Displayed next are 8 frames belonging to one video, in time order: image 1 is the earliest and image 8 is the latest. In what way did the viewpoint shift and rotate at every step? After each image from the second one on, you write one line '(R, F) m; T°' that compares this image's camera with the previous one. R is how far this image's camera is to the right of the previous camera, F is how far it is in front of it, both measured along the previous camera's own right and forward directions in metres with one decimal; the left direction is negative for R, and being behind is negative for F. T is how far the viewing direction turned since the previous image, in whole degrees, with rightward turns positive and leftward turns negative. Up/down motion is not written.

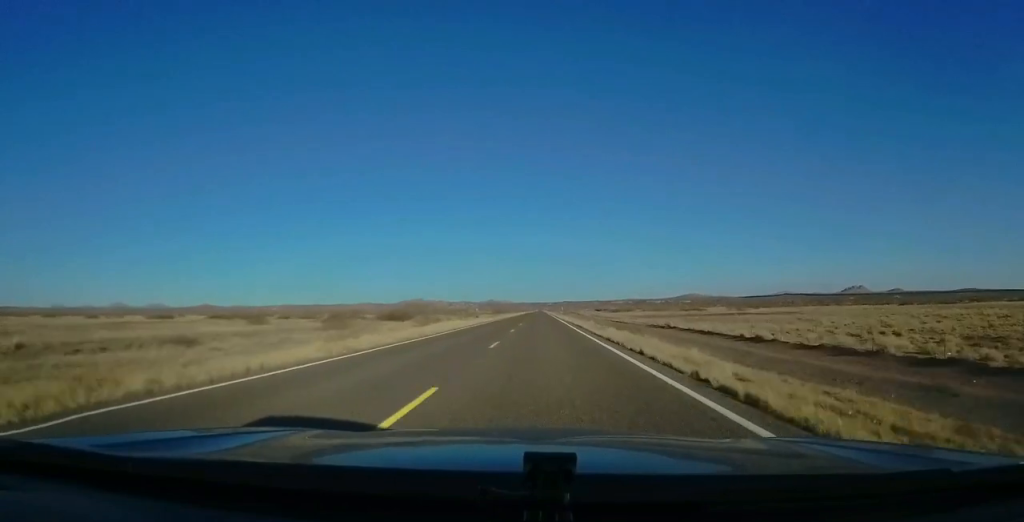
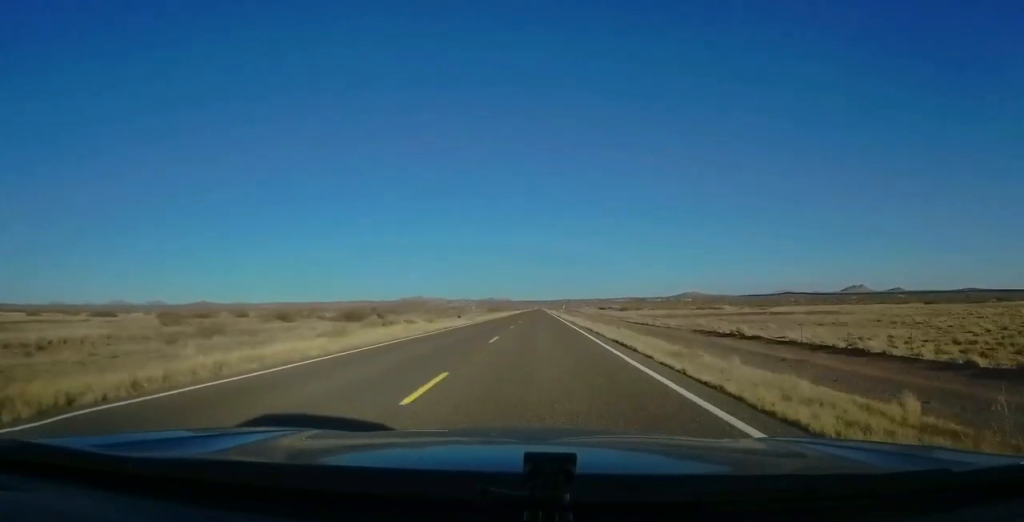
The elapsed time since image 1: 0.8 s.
(+0.4, +22.9) m; 0°
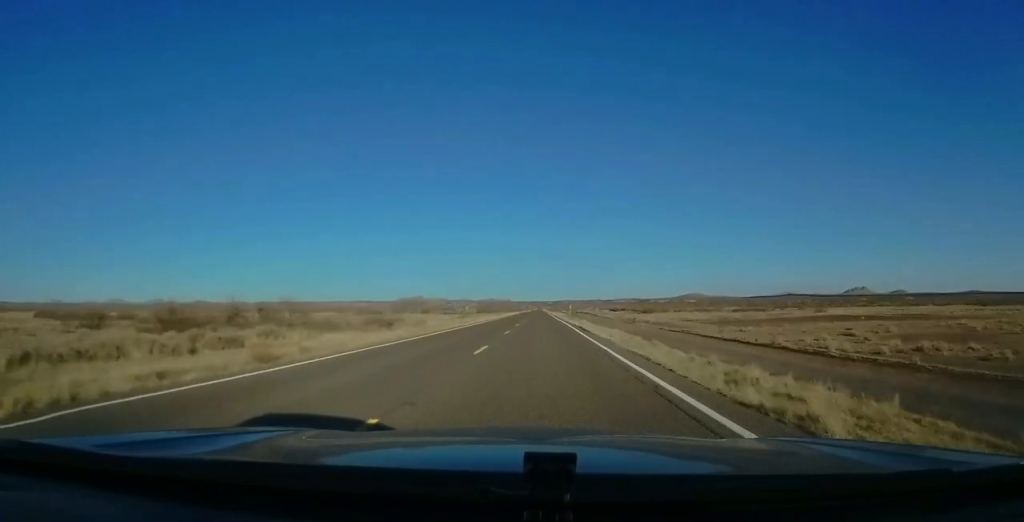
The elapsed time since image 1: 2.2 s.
(-0.7, +41.0) m; -1°
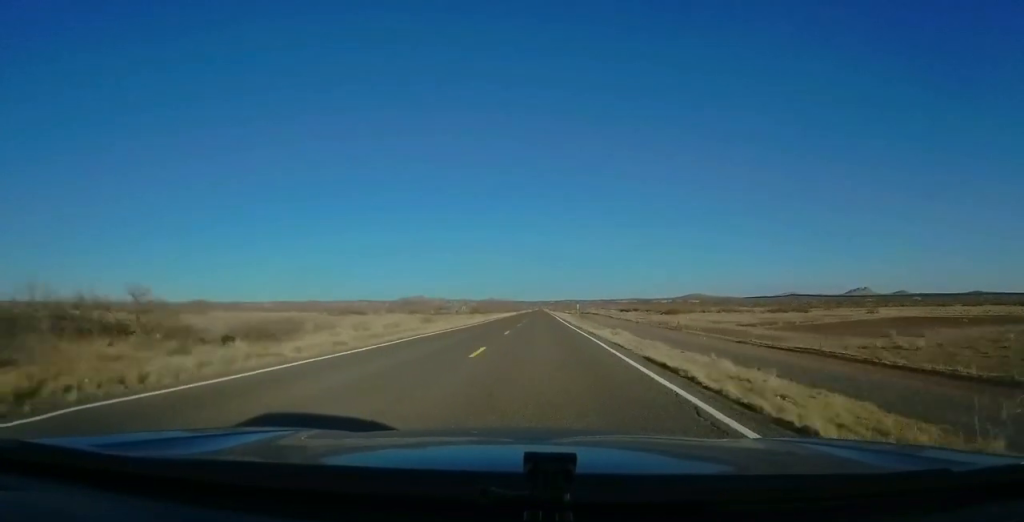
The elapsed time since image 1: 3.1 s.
(+0.1, +25.8) m; +1°
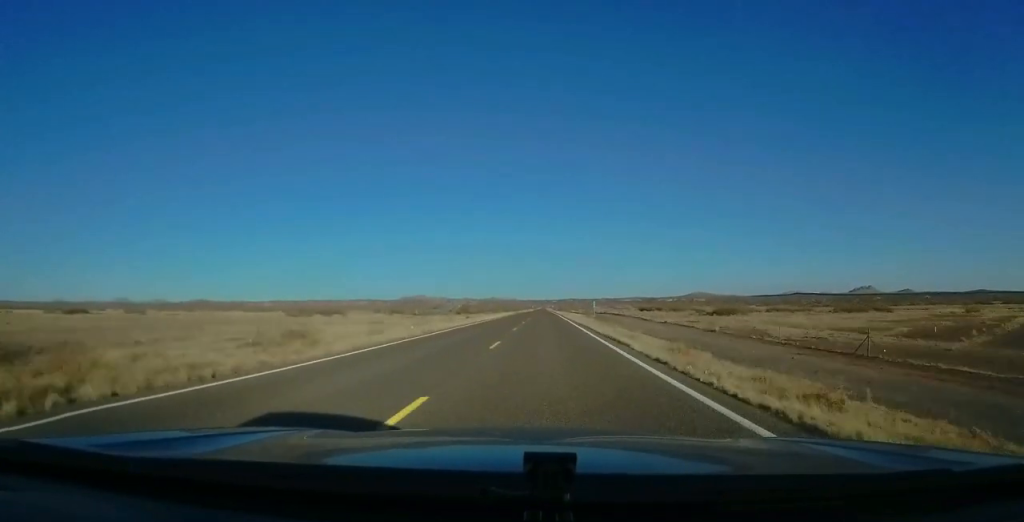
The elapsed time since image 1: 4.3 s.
(+0.1, +34.0) m; -1°
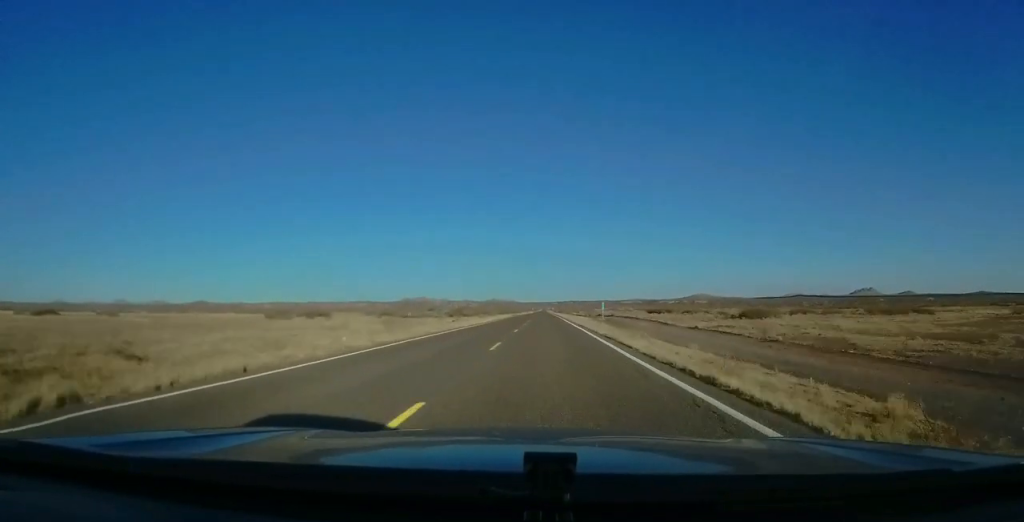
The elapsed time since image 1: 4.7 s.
(-0.2, +12.8) m; -1°
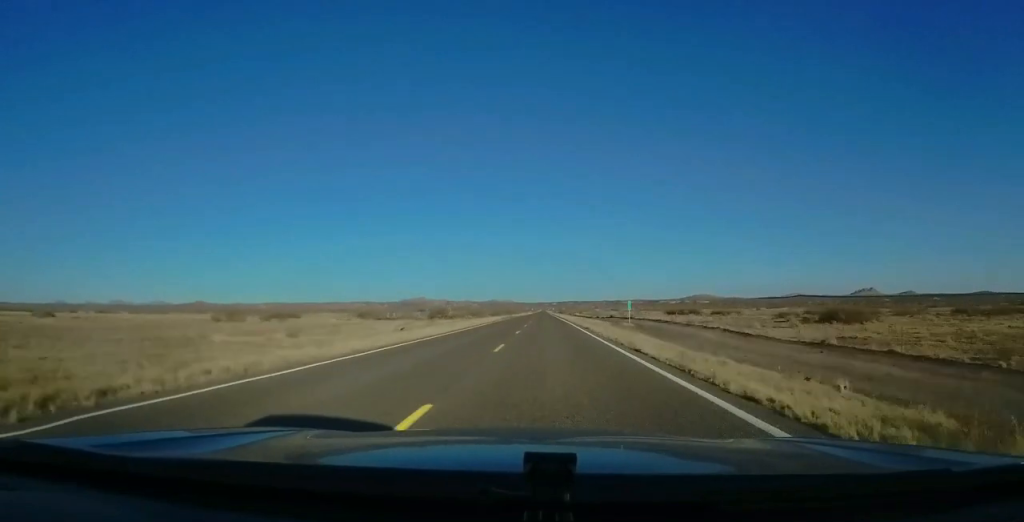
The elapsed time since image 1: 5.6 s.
(-0.1, +24.6) m; 0°
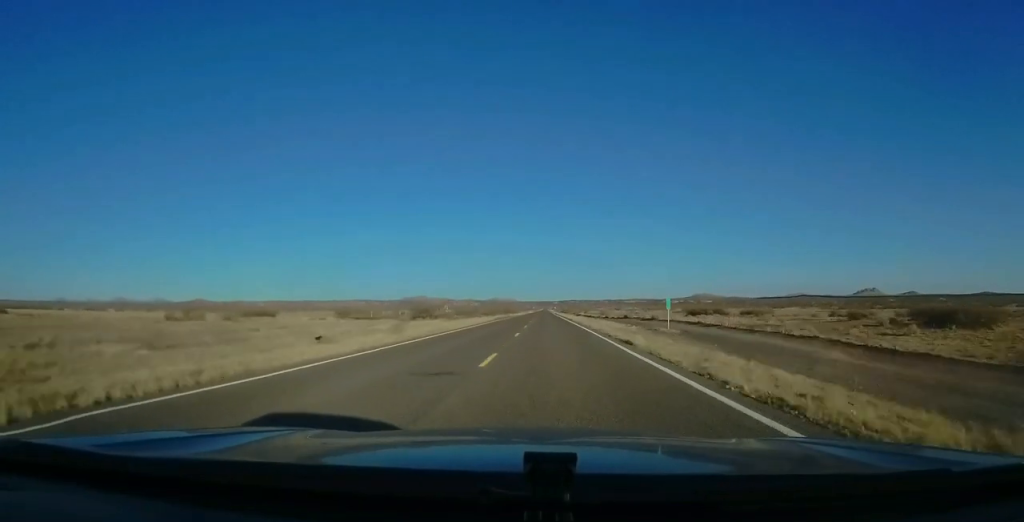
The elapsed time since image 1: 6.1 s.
(0.0, +16.8) m; 0°
